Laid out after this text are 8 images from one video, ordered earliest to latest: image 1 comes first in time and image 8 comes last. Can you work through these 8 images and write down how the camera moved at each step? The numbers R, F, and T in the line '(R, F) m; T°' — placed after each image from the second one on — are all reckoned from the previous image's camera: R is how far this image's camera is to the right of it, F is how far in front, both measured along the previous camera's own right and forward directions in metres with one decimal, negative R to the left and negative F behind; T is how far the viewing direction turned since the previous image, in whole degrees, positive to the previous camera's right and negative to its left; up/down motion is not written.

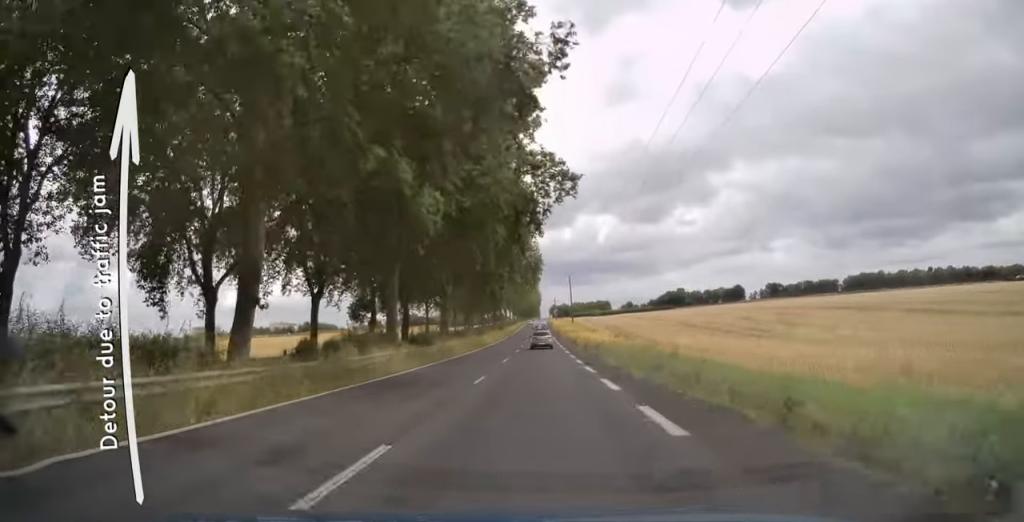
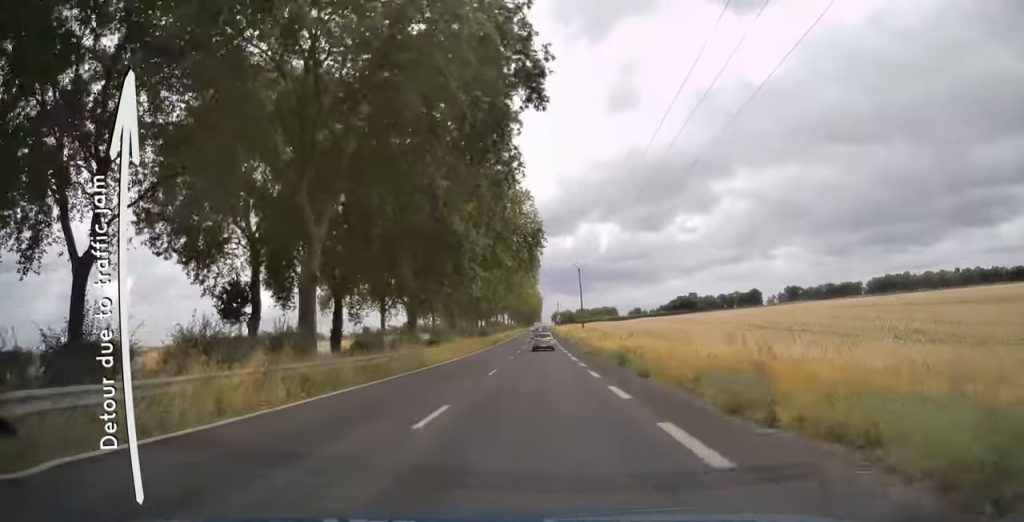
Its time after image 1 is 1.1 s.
(0.0, +34.7) m; 0°
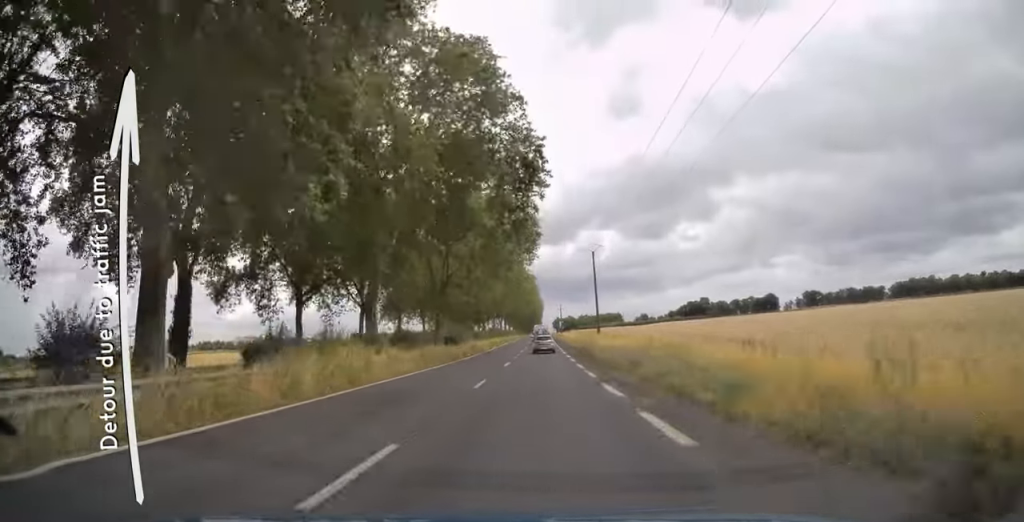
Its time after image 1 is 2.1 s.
(0.0, +30.8) m; 0°
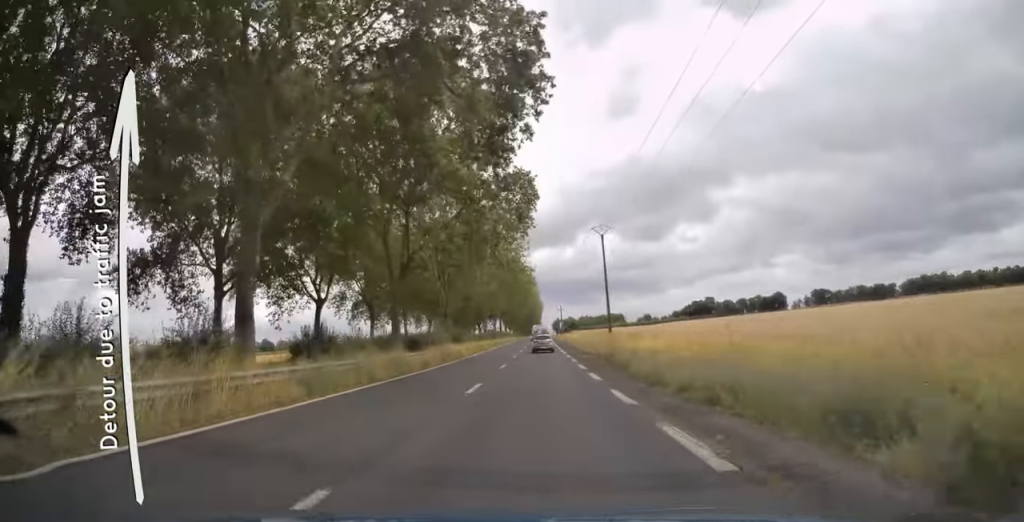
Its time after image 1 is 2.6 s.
(0.0, +15.0) m; 0°
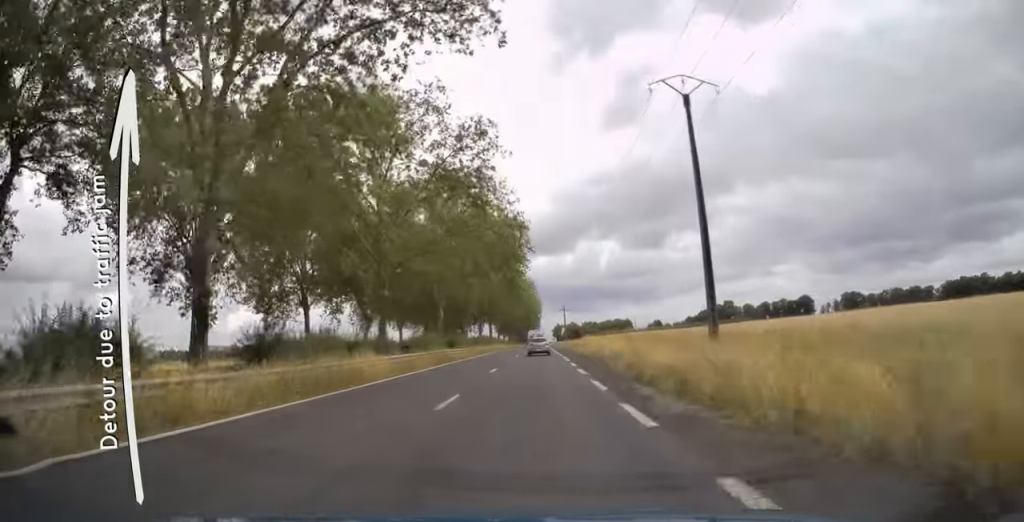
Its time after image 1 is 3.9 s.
(+0.4, +42.9) m; 0°
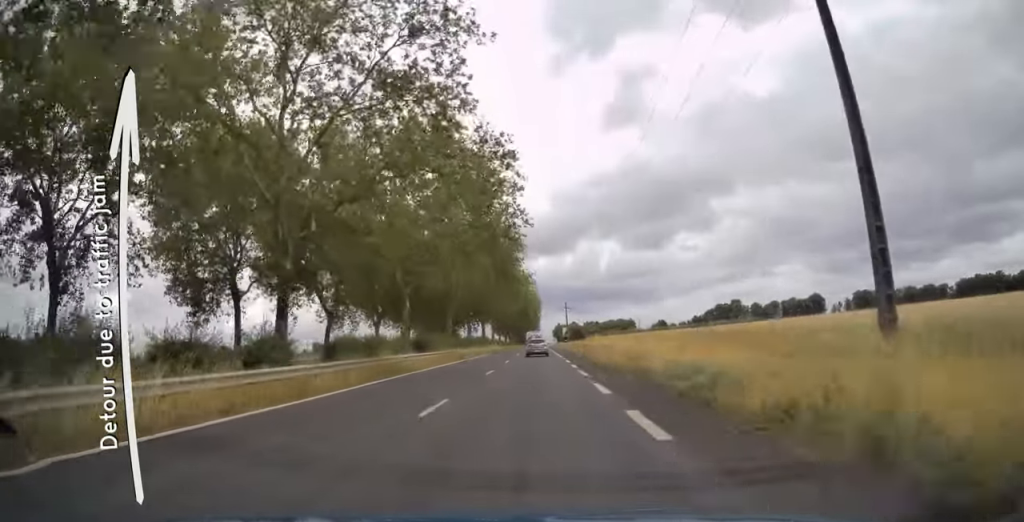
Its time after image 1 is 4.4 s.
(-0.2, +14.5) m; 0°
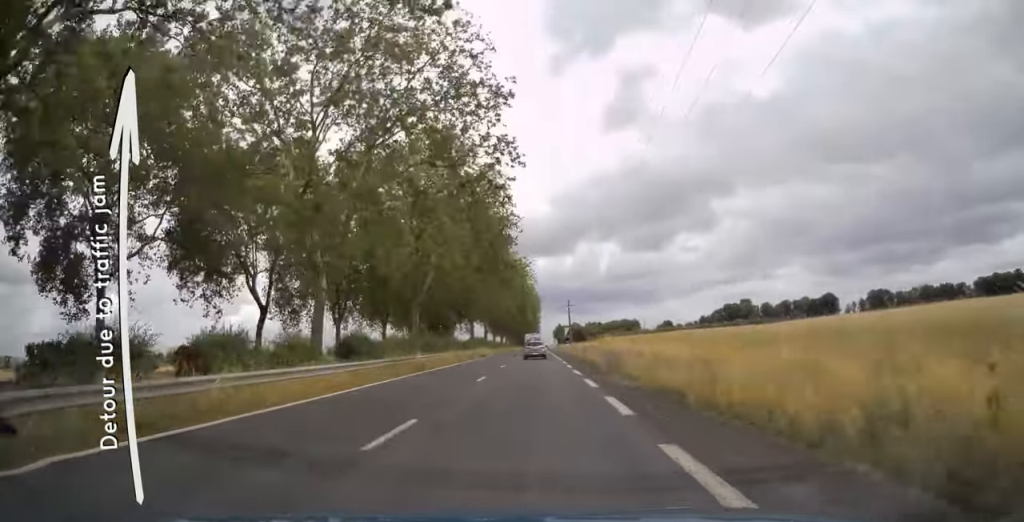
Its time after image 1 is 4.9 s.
(-0.2, +16.5) m; 0°
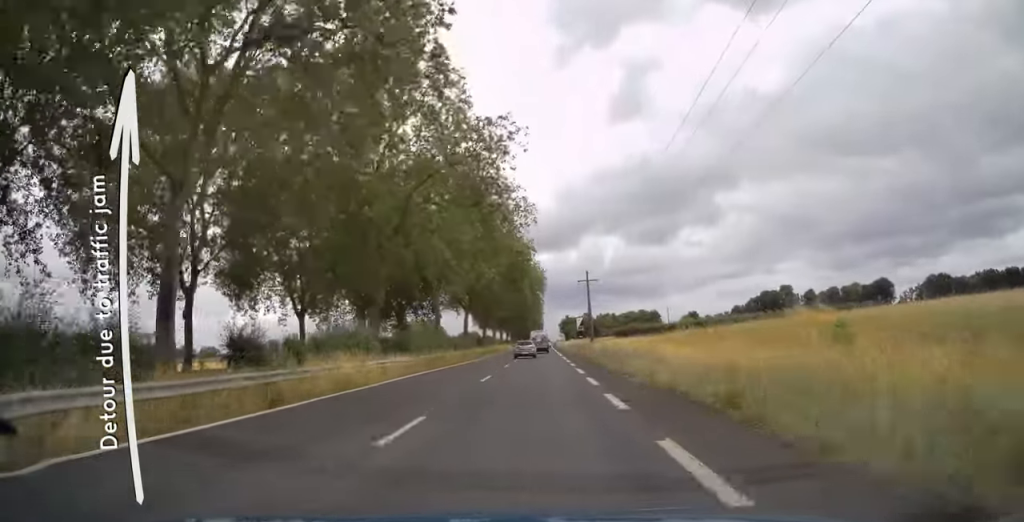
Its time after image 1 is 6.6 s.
(0.0, +51.6) m; 0°
